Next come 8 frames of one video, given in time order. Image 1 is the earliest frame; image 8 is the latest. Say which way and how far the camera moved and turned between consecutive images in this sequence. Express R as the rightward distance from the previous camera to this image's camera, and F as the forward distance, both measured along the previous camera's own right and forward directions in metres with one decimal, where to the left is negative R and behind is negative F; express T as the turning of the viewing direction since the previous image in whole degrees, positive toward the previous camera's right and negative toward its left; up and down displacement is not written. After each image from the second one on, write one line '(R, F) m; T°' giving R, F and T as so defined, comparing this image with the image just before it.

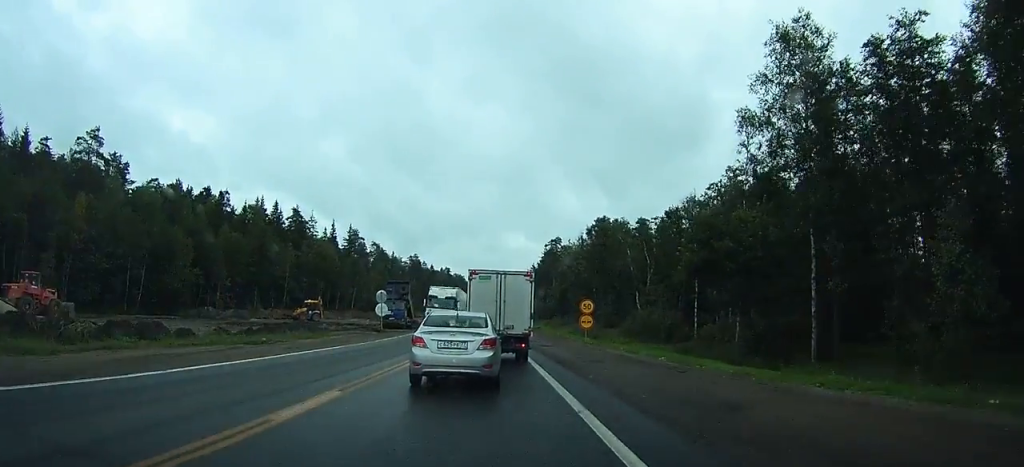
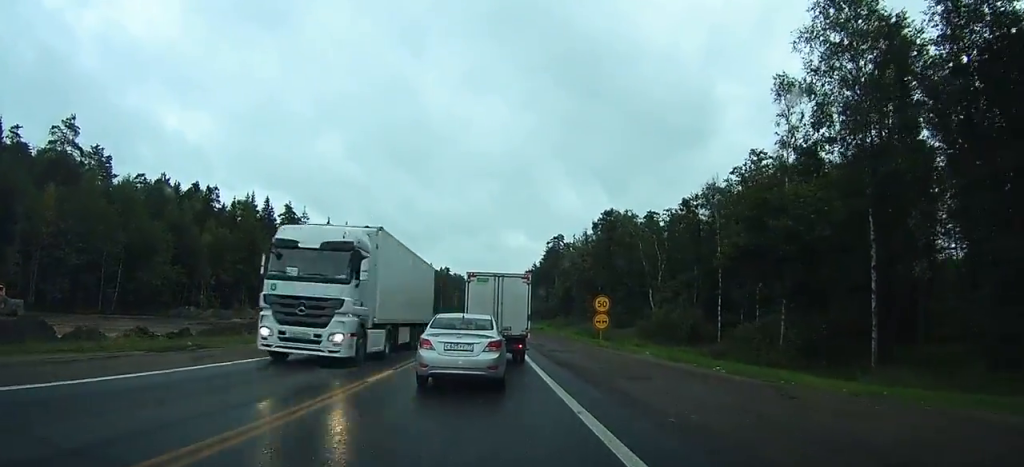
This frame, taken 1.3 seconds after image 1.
(0.0, +6.8) m; -1°
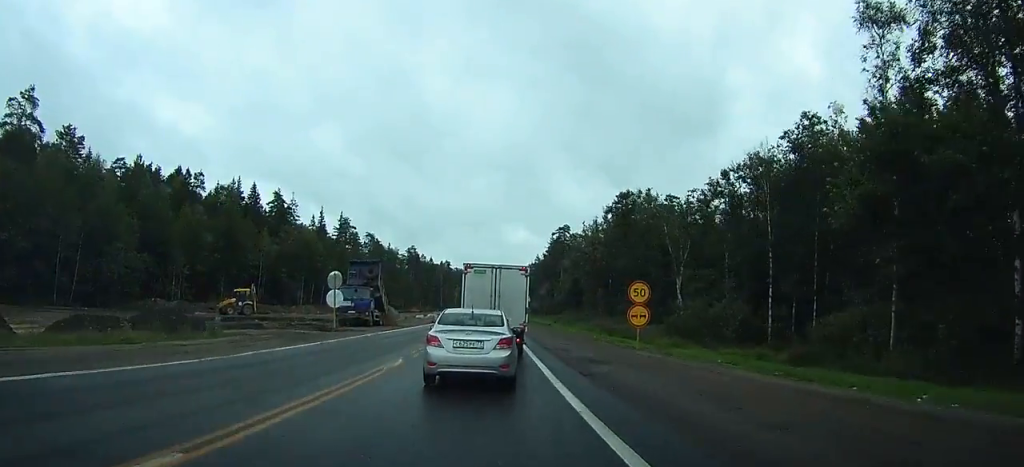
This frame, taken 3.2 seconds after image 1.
(-0.1, +9.5) m; -2°
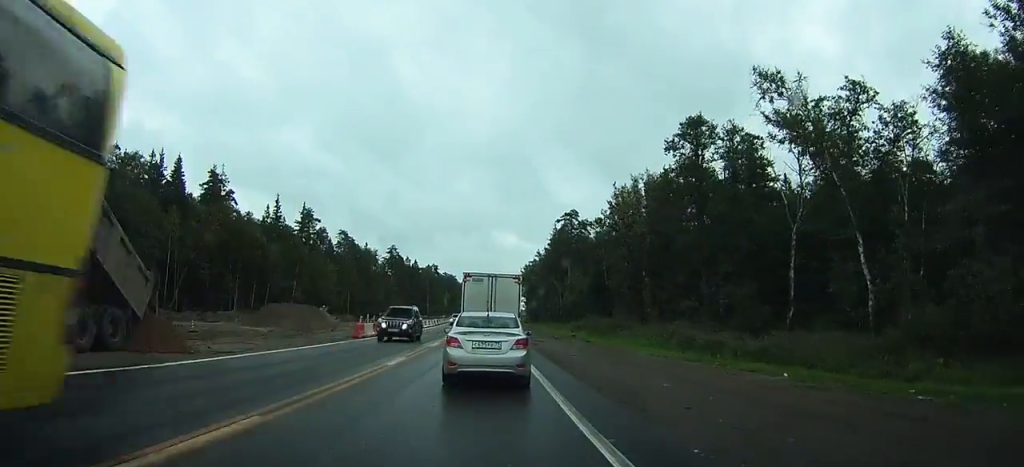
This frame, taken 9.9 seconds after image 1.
(+0.5, +33.5) m; +2°
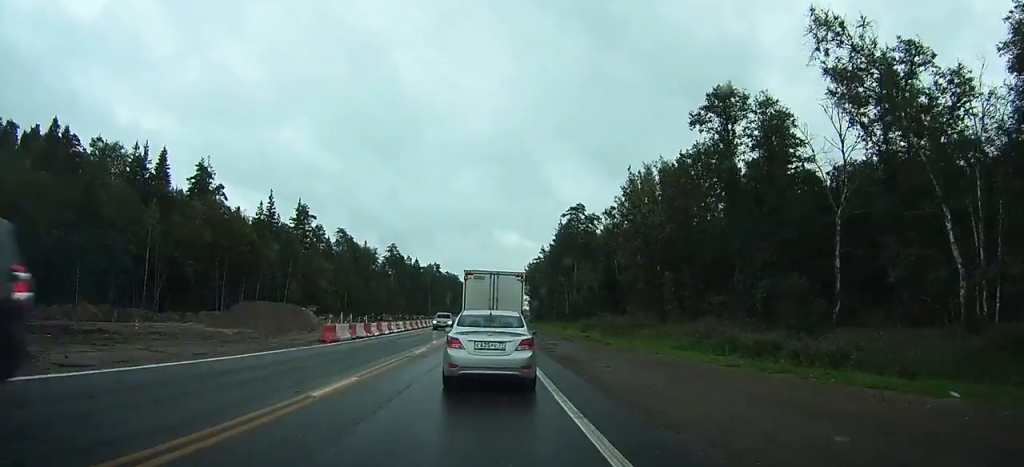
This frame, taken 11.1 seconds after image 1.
(0.0, +5.8) m; -1°
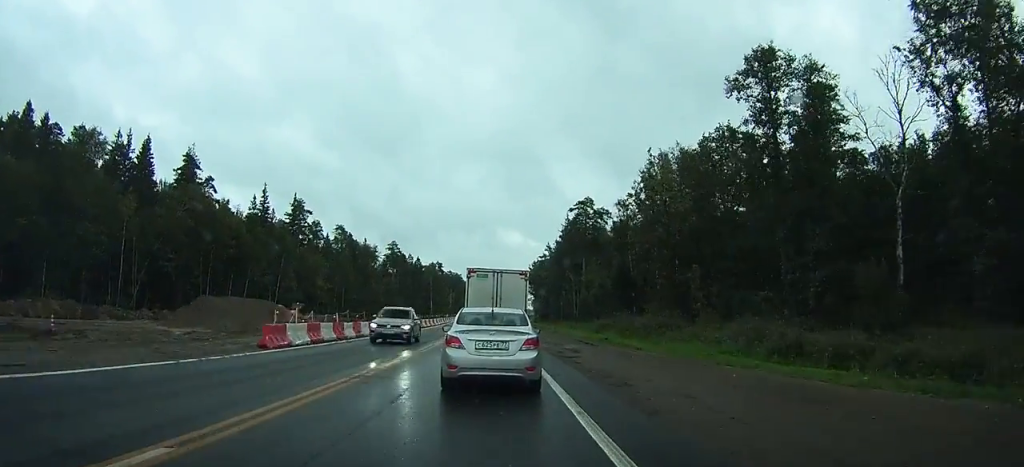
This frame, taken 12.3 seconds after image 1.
(-0.1, +6.2) m; -1°
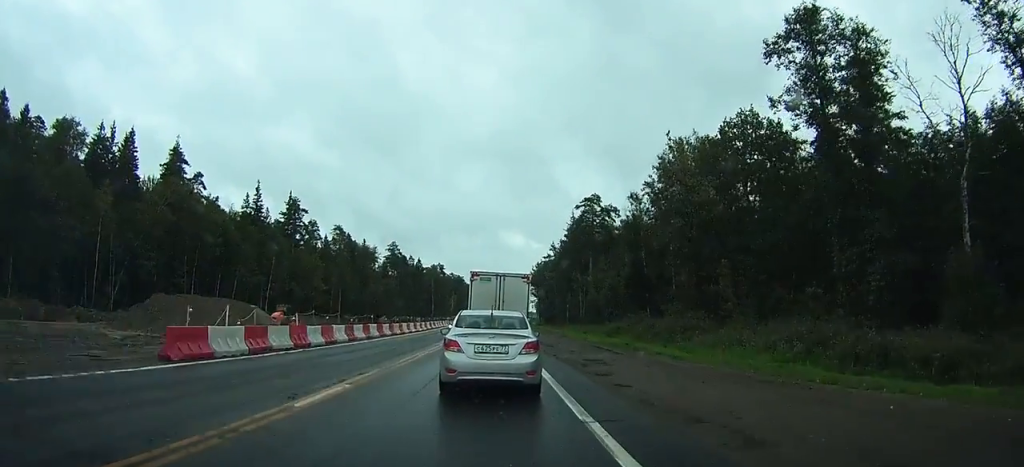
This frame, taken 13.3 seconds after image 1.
(0.0, +5.9) m; 0°
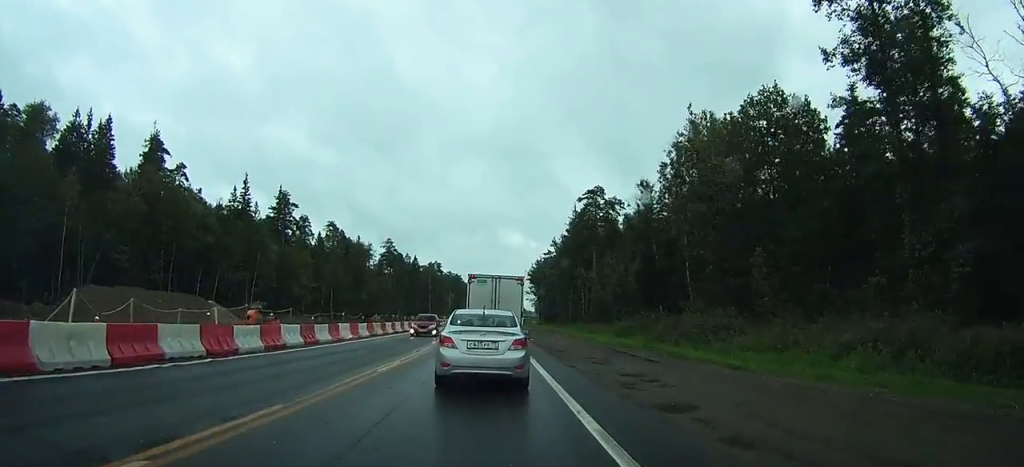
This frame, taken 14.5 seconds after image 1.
(0.0, +6.7) m; 0°
